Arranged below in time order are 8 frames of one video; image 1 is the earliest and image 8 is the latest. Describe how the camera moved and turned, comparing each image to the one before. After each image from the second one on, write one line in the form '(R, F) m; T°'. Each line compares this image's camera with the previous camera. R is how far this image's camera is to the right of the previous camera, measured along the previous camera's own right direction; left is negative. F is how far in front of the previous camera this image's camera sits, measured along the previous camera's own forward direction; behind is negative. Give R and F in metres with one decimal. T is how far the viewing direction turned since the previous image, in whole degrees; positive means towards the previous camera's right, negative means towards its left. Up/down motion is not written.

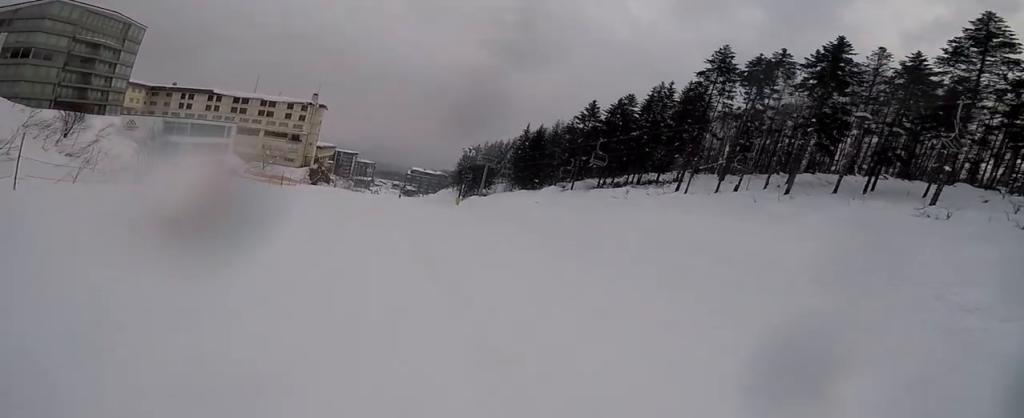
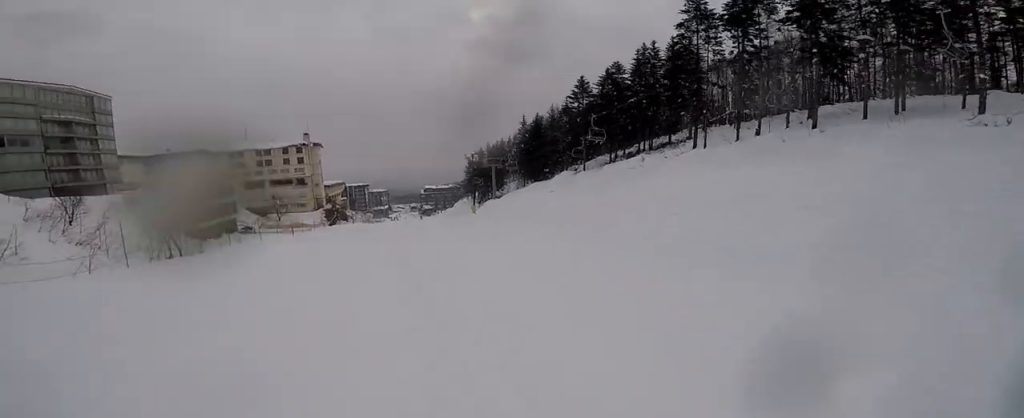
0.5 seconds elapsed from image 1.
(+0.3, +2.5) m; +2°
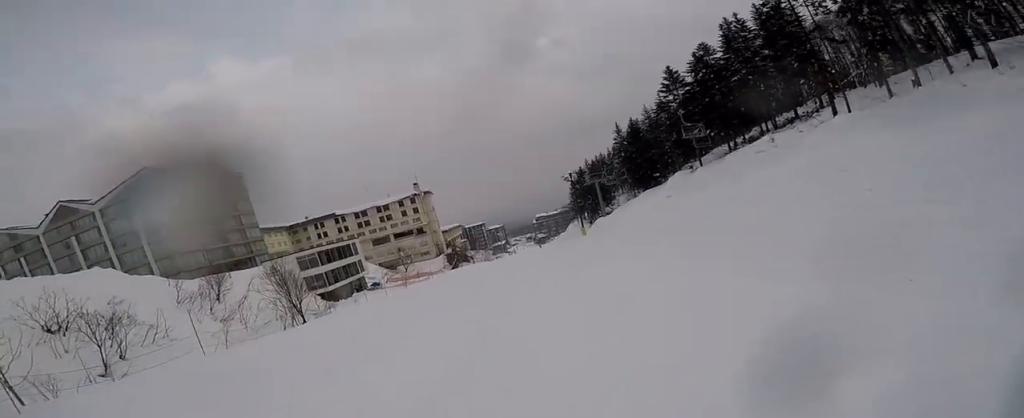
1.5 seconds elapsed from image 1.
(-0.7, +5.0) m; -20°
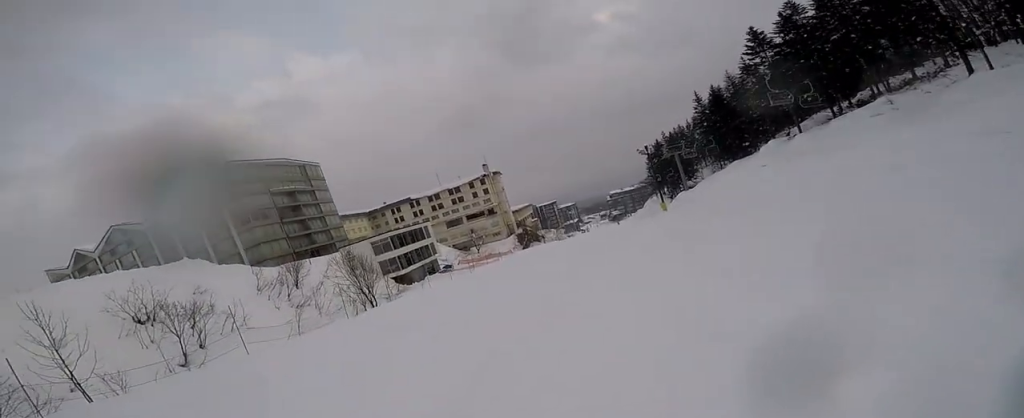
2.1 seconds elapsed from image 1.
(-0.4, +2.8) m; -15°
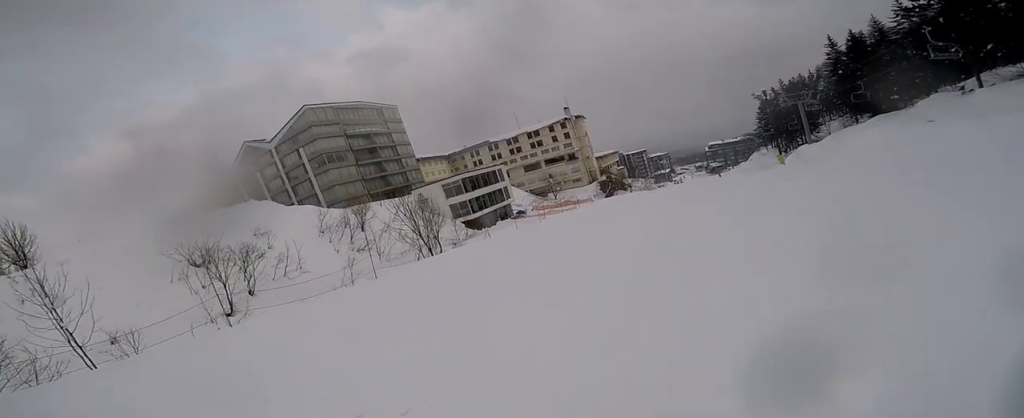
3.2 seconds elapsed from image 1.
(-1.4, +4.9) m; -22°
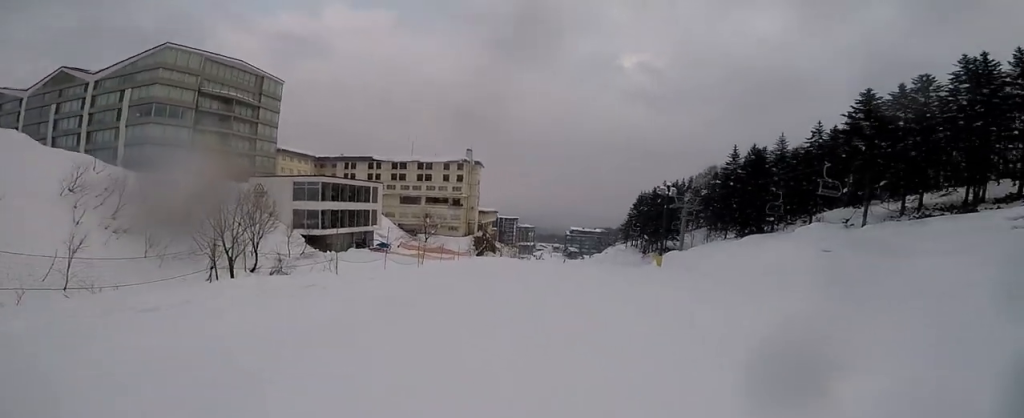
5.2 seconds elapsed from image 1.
(-0.5, +9.5) m; +11°
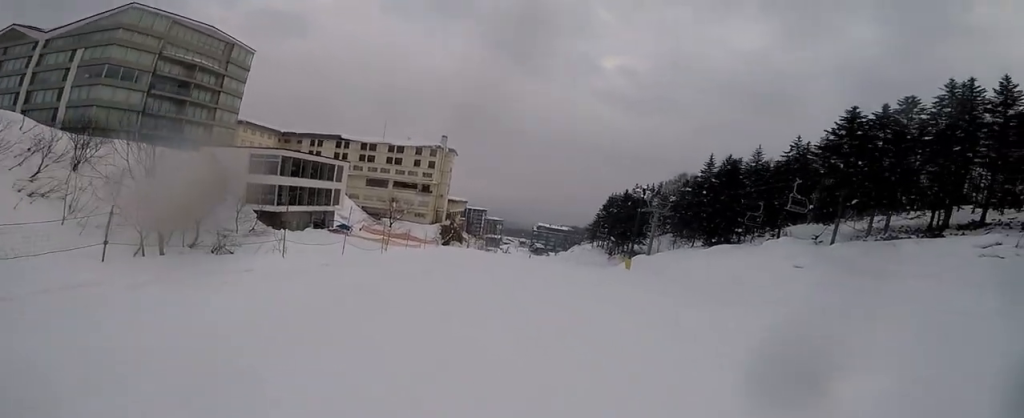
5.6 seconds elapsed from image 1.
(+0.1, +2.0) m; +13°
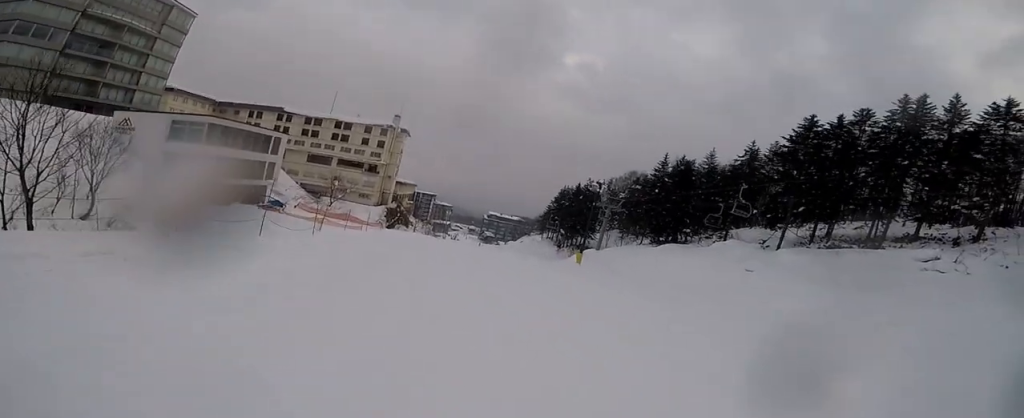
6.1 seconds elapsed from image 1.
(+0.2, +2.3) m; +21°
